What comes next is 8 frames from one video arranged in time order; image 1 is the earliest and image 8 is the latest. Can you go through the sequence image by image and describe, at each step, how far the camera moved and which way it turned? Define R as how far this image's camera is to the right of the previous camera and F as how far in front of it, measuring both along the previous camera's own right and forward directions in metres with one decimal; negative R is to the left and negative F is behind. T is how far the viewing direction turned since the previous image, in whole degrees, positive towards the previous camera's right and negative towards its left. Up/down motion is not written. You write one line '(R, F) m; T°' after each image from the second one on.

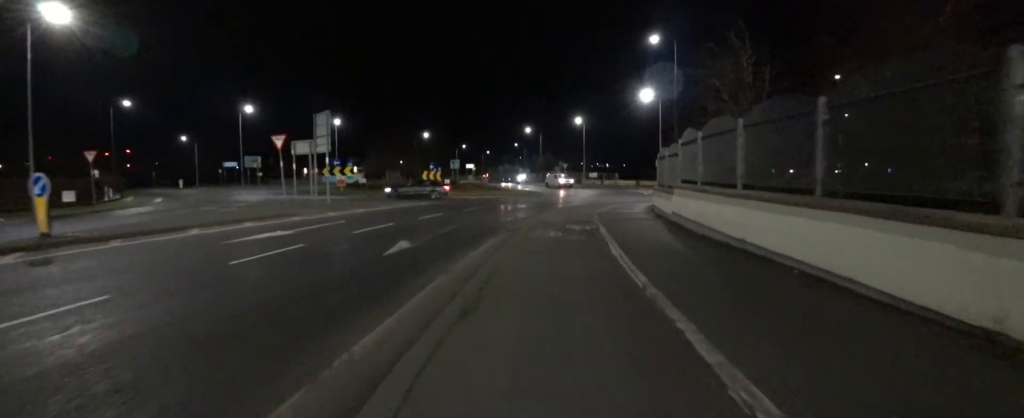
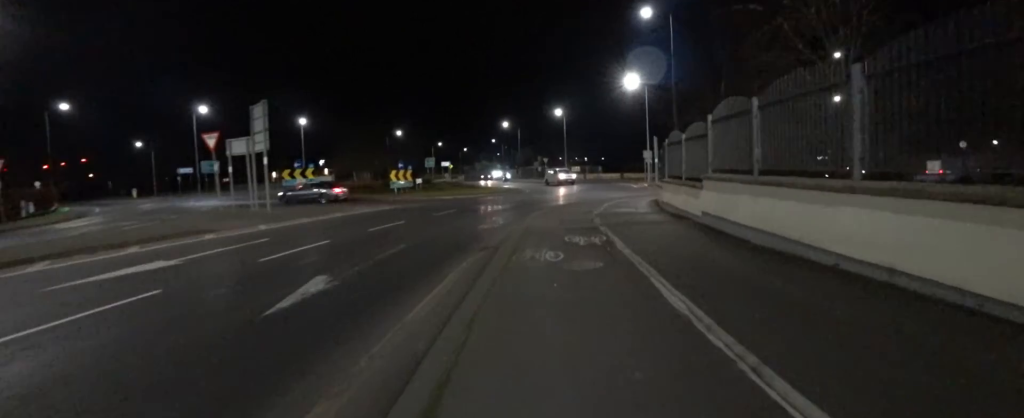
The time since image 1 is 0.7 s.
(+0.2, +3.4) m; +9°
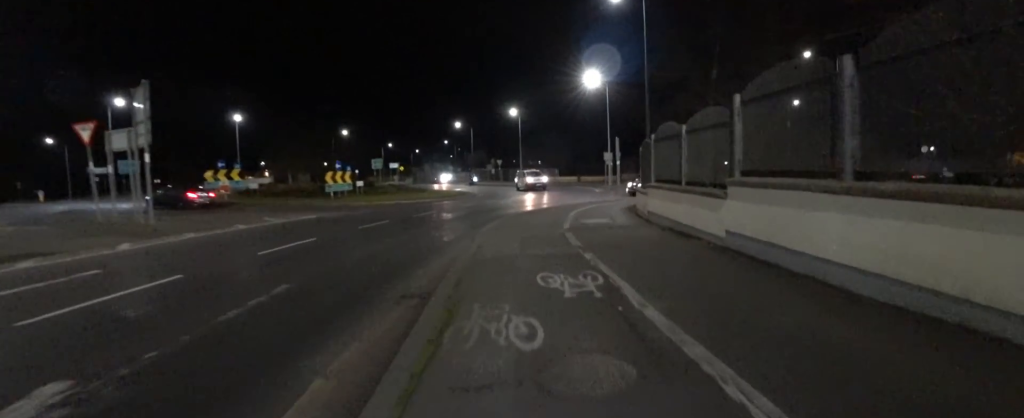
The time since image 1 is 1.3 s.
(+0.1, +3.1) m; +7°
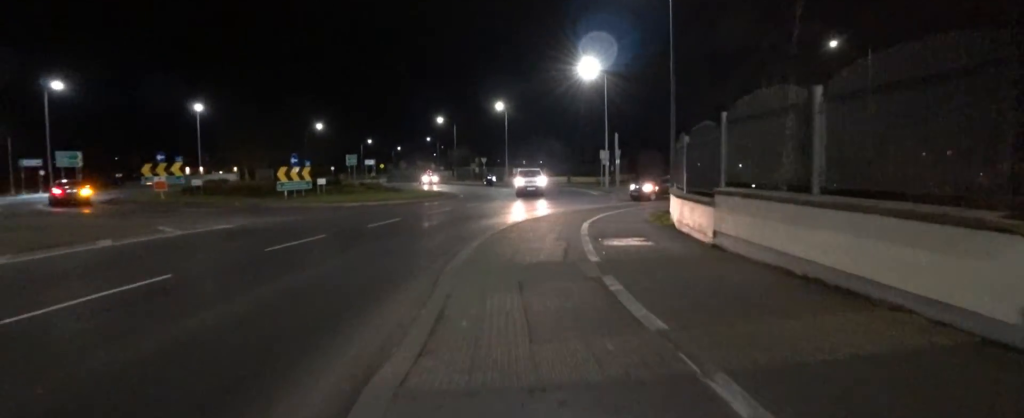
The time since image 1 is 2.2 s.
(+0.7, +4.2) m; 0°
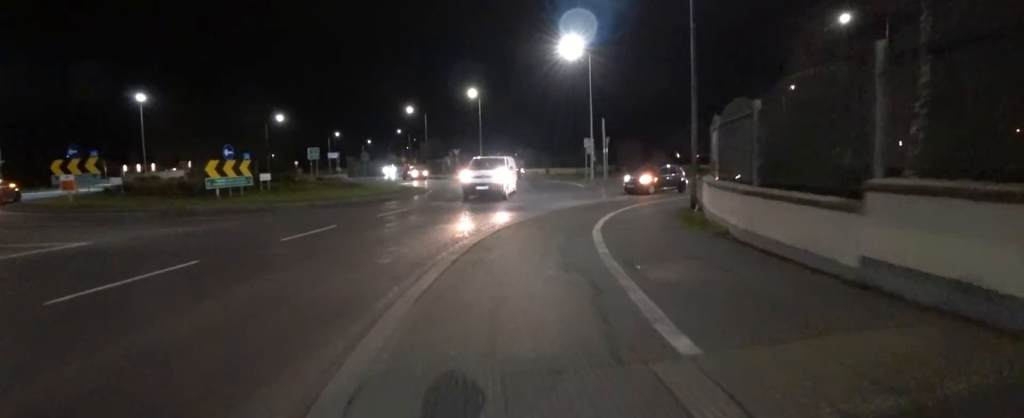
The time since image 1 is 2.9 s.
(-0.7, +3.8) m; +2°
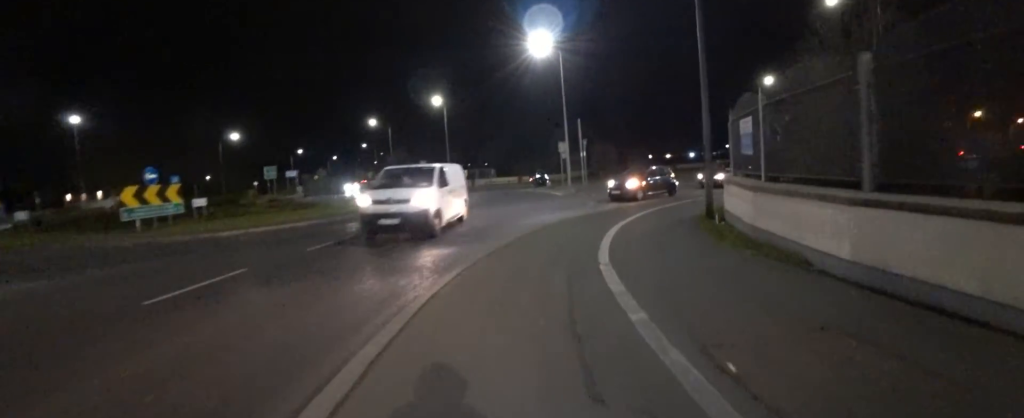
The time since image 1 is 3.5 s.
(+0.3, +2.6) m; +12°
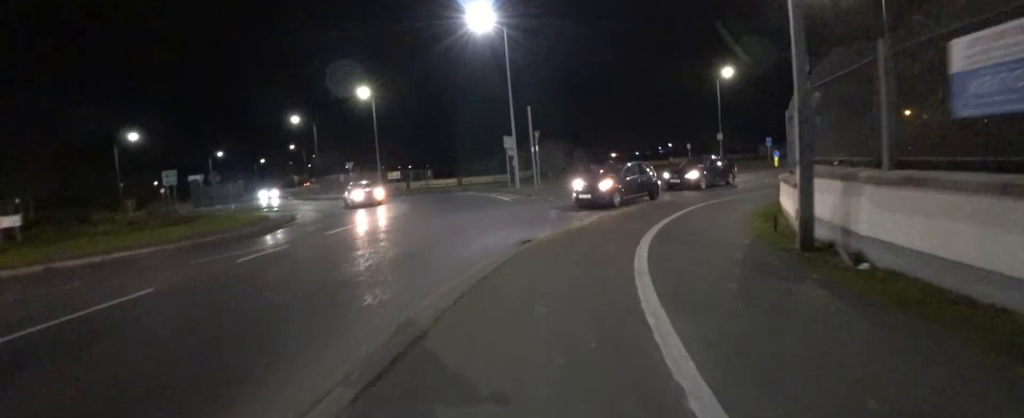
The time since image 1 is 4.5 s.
(+1.4, +4.7) m; +27°
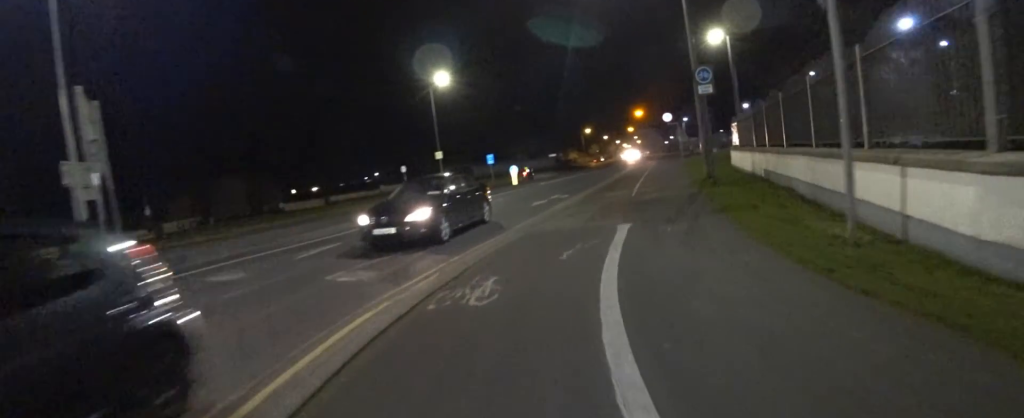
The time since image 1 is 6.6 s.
(+2.1, +10.7) m; +14°
